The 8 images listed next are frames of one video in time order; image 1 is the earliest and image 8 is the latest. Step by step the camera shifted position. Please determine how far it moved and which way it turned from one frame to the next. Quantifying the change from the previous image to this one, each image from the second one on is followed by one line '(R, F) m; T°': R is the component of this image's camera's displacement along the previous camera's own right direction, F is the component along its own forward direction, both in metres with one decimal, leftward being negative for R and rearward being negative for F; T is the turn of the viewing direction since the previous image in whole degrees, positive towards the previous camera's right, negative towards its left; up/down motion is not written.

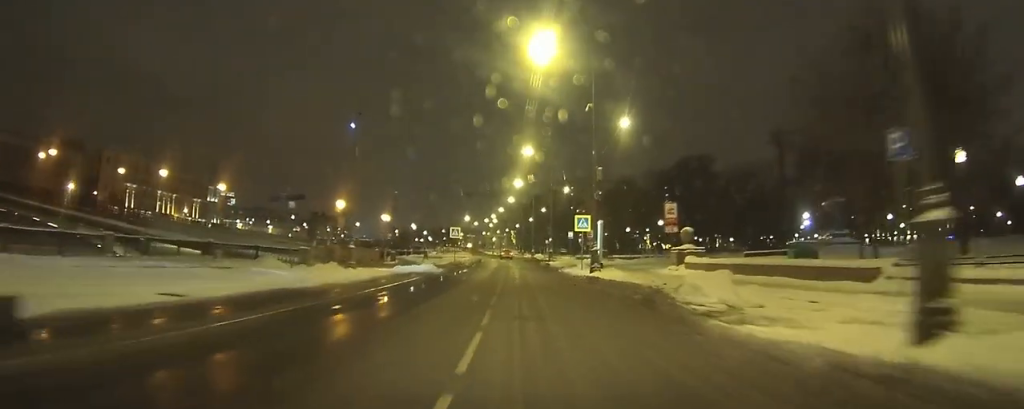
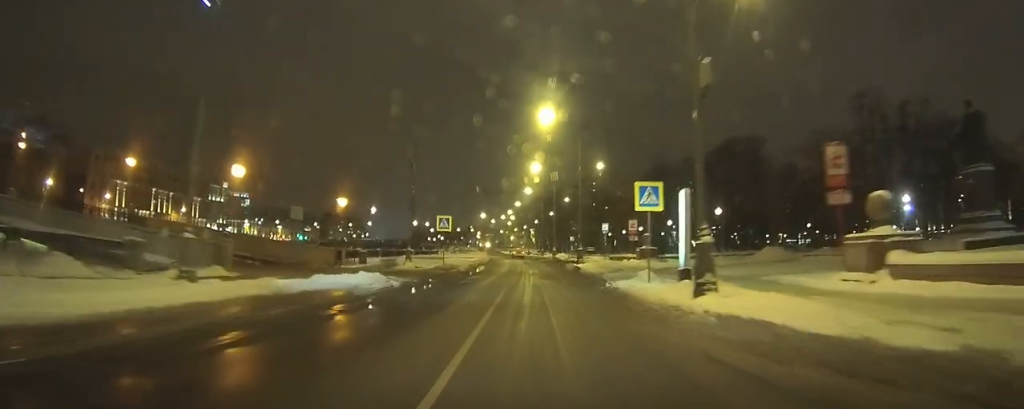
(-0.1, +14.6) m; -2°
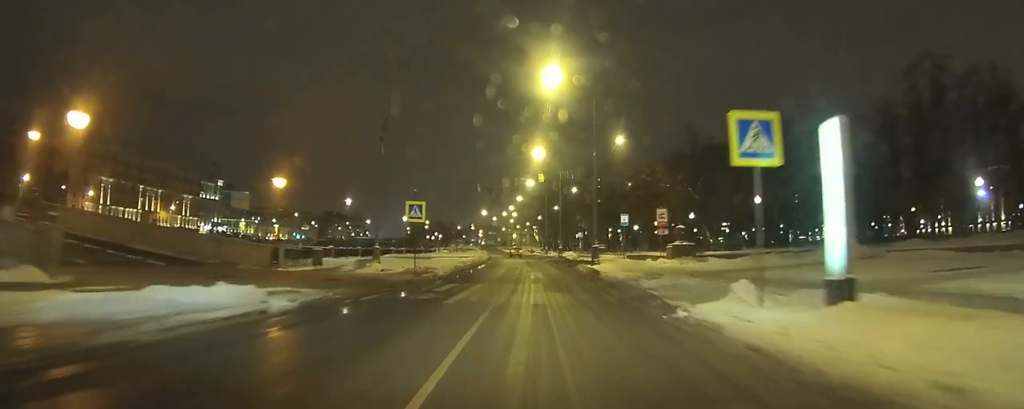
(-0.1, +7.8) m; -1°
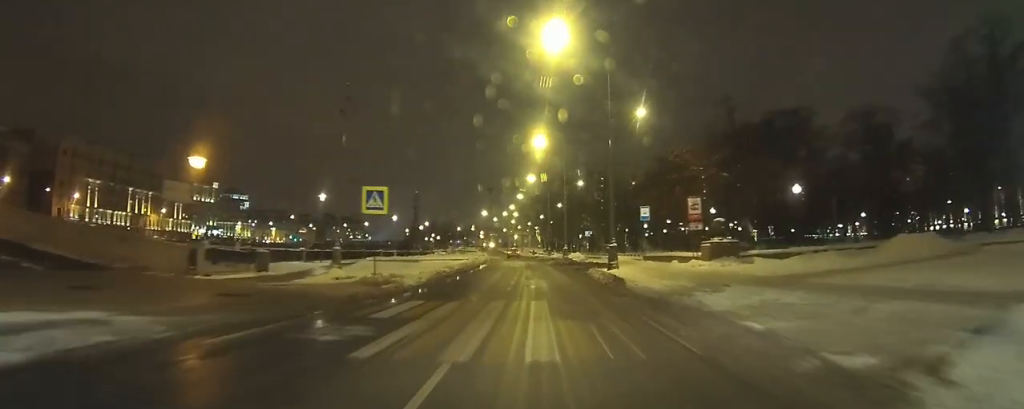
(0.0, +6.3) m; 0°
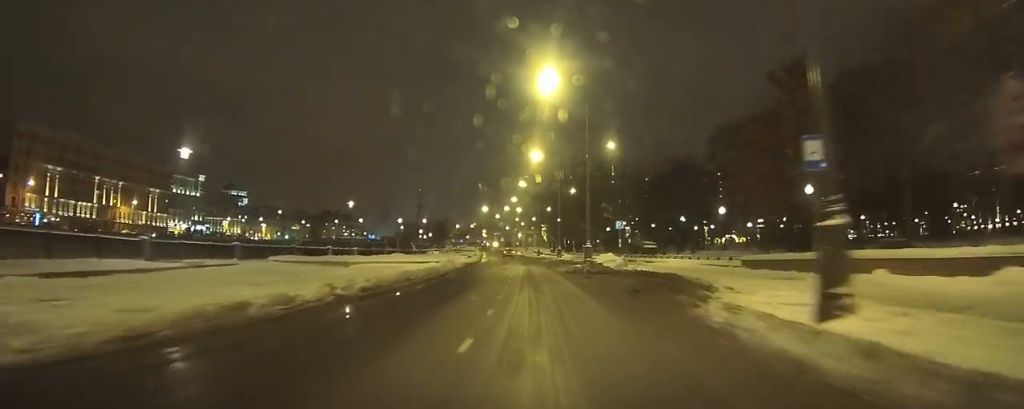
(-0.1, +19.1) m; -1°
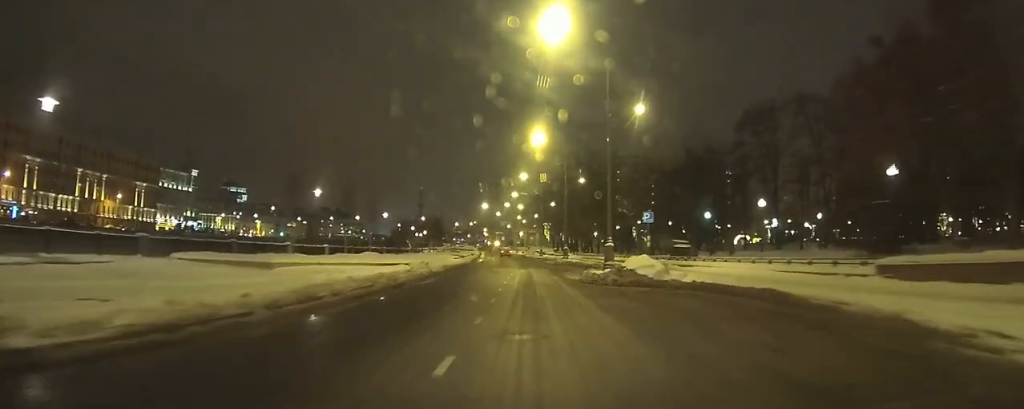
(0.0, +9.5) m; -1°
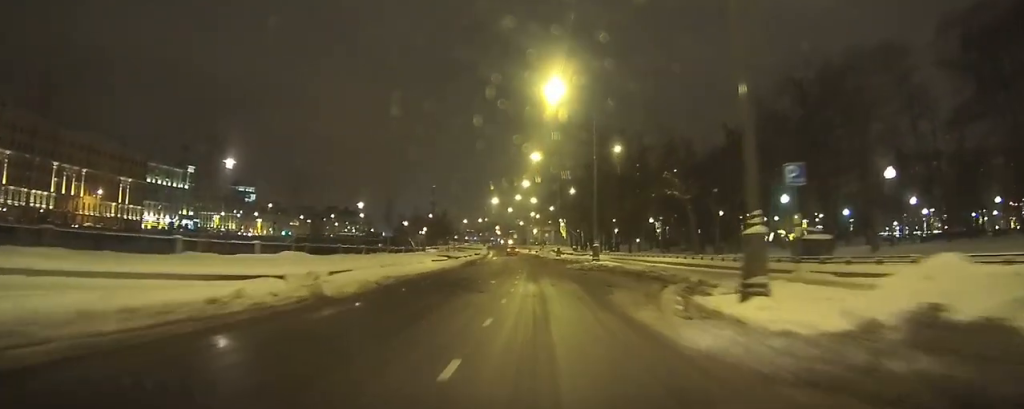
(-0.4, +16.6) m; -2°
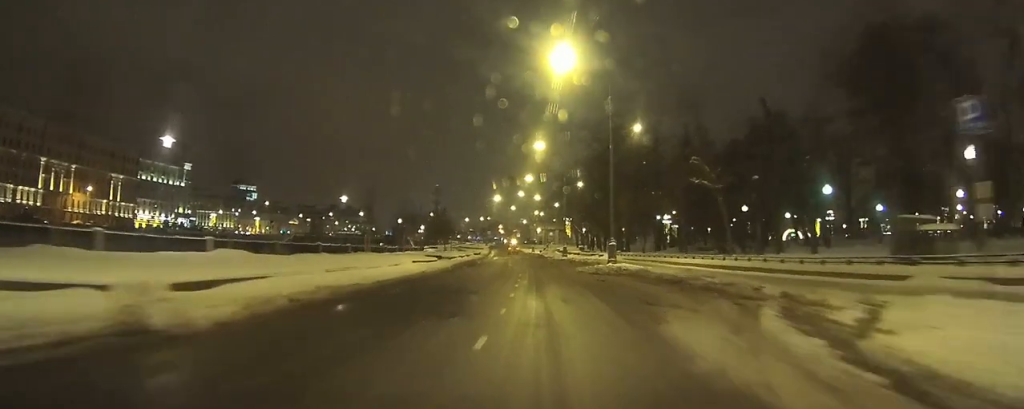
(0.0, +6.5) m; 0°
